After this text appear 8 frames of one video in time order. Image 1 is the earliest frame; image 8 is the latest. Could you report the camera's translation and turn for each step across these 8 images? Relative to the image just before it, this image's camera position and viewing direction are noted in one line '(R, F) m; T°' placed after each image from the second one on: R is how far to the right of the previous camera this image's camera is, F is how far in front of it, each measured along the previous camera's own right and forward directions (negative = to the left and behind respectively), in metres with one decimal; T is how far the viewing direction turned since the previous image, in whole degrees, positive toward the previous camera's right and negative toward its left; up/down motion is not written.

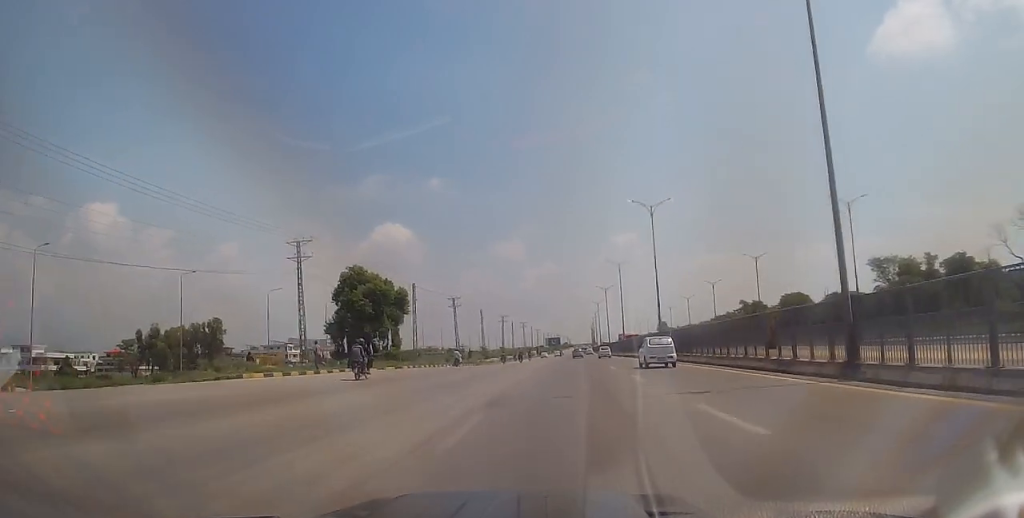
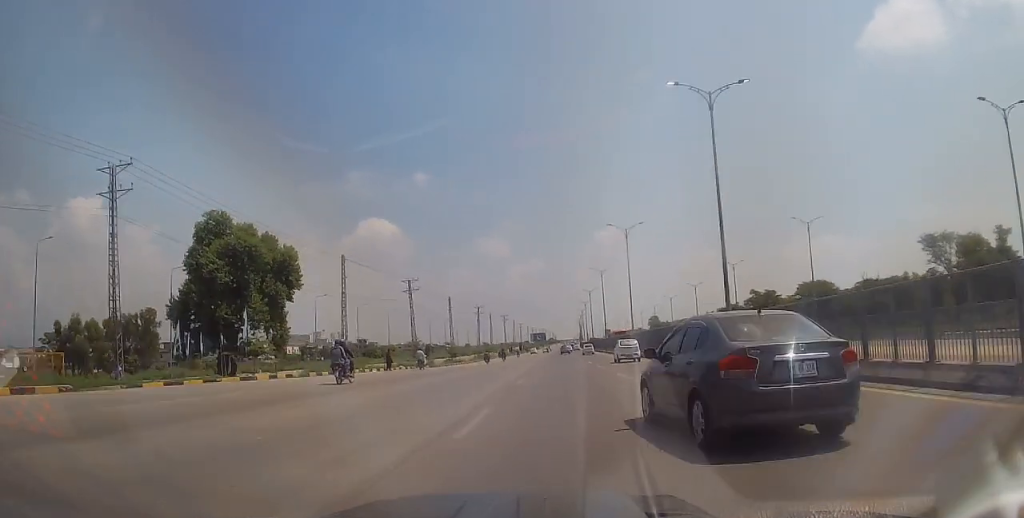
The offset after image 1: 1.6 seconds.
(-0.4, +23.0) m; +1°
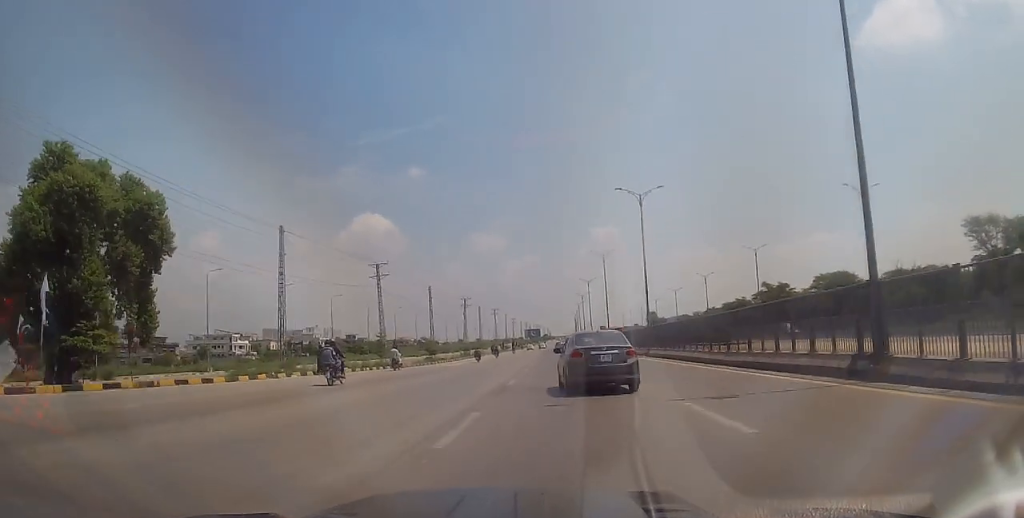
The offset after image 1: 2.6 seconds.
(+0.6, +13.2) m; +3°
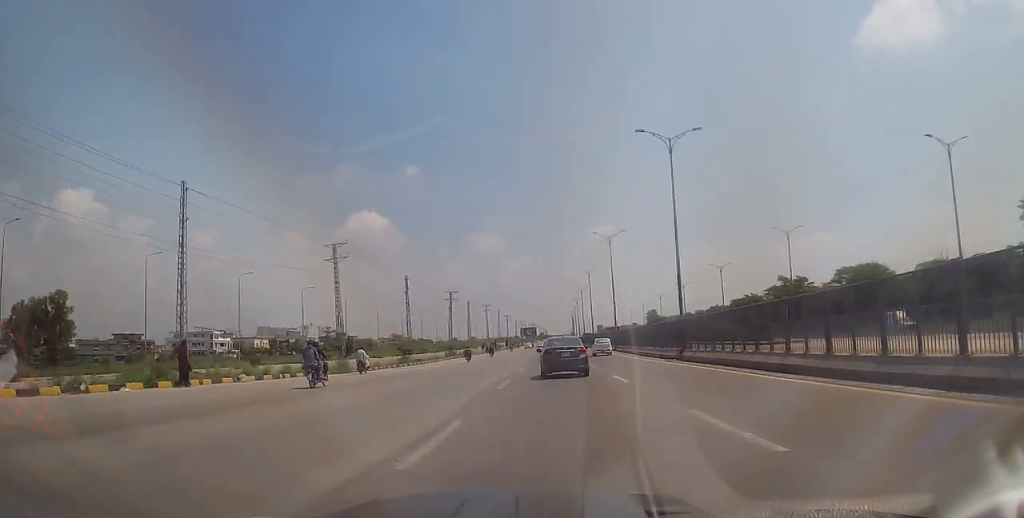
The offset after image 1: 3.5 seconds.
(0.0, +13.3) m; 0°
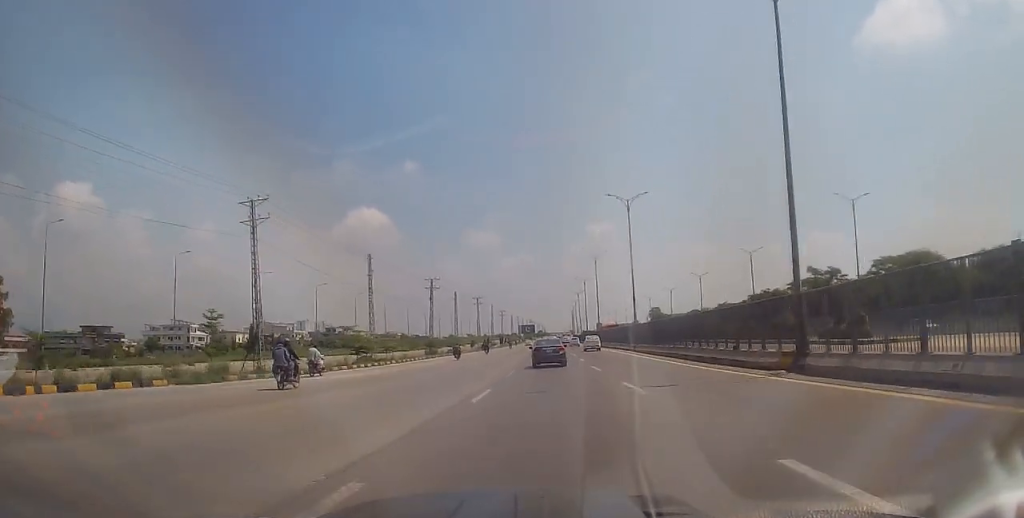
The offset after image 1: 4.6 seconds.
(-0.1, +16.8) m; -1°
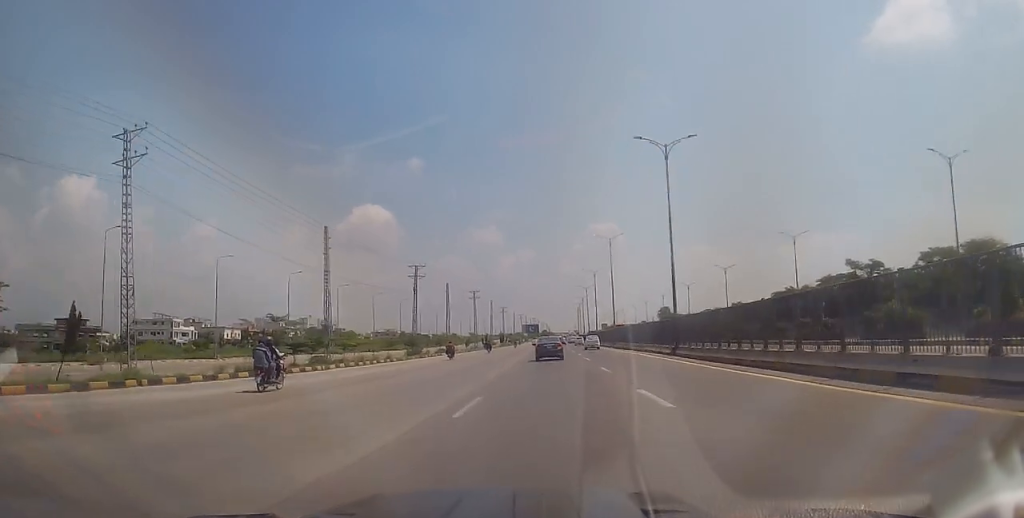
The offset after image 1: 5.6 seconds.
(-0.2, +14.7) m; -1°
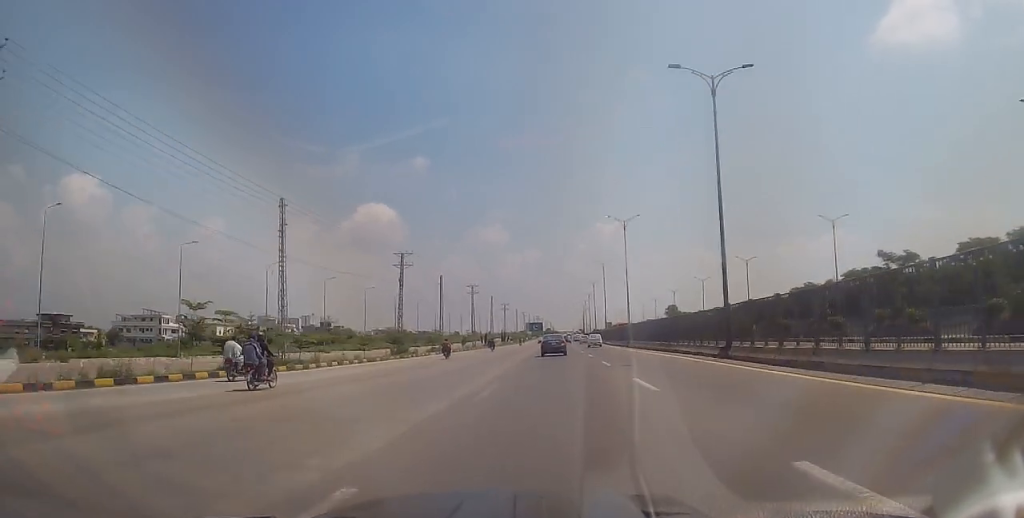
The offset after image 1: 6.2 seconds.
(0.0, +9.9) m; -1°
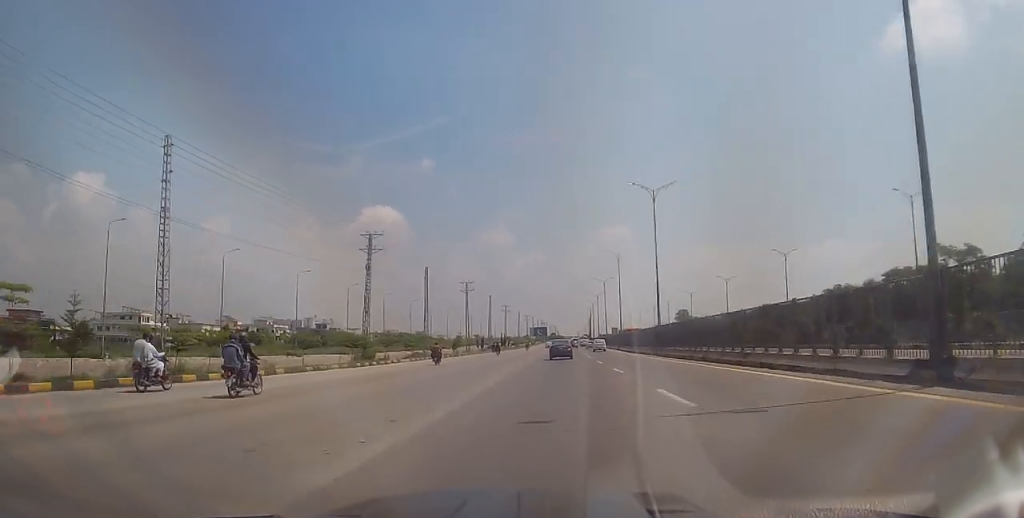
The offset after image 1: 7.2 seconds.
(-0.2, +14.6) m; 0°
